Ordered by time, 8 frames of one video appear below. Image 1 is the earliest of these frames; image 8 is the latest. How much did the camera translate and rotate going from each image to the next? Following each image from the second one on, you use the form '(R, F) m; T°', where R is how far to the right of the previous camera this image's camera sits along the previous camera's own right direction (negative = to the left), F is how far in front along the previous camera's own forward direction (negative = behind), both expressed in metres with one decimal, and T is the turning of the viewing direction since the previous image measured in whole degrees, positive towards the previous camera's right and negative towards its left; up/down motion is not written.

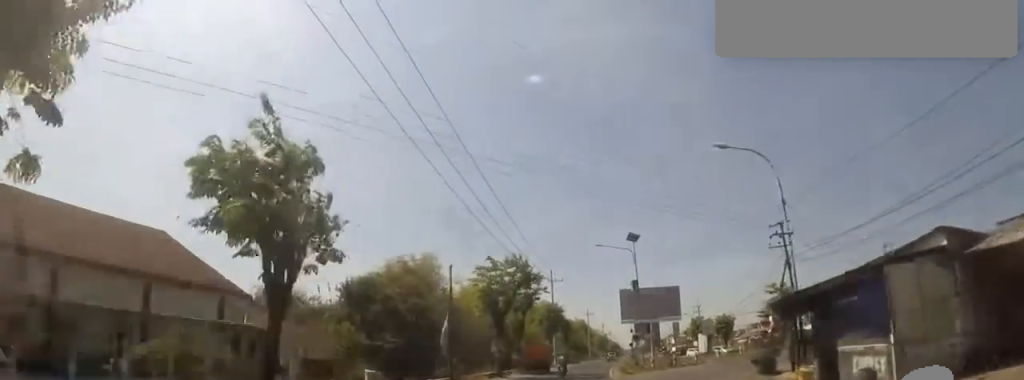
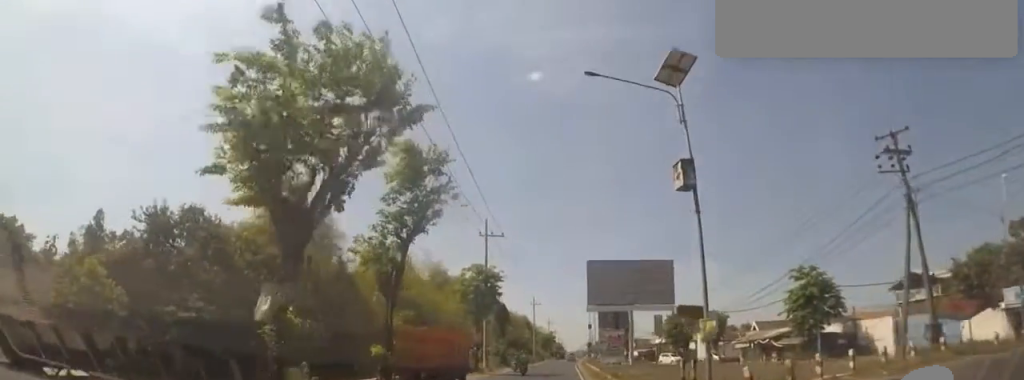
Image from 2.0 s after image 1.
(+2.6, +22.7) m; +11°
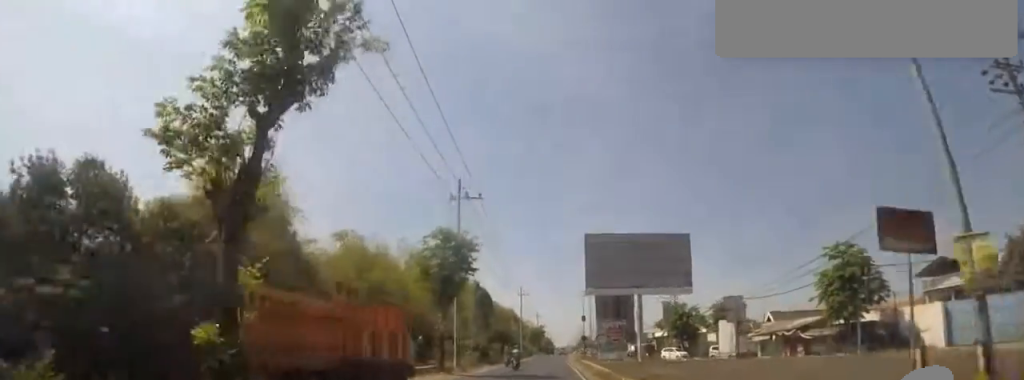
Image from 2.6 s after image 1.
(+0.2, +8.7) m; 0°
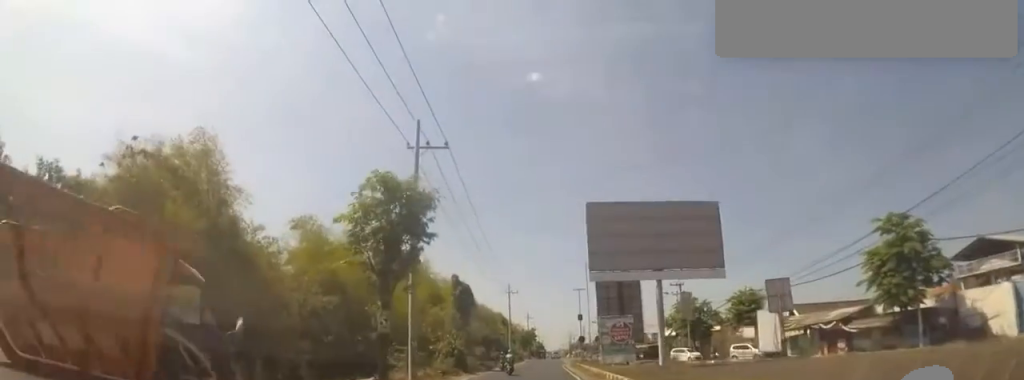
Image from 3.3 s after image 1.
(+0.2, +8.6) m; -1°
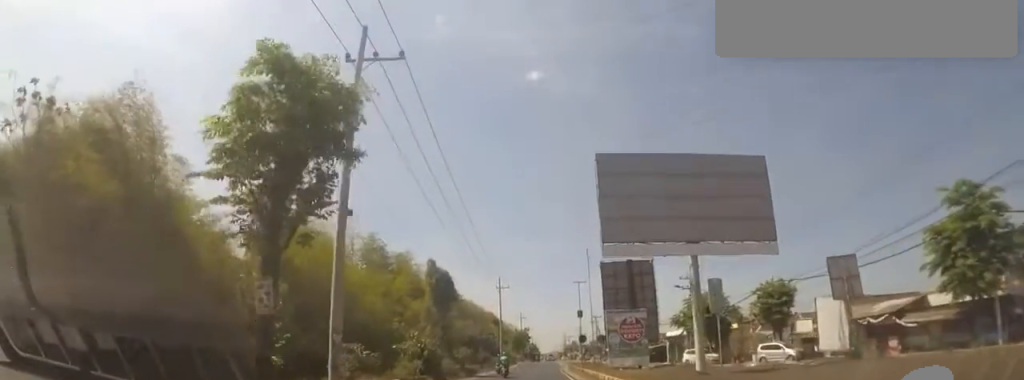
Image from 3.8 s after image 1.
(-0.5, +7.4) m; +1°
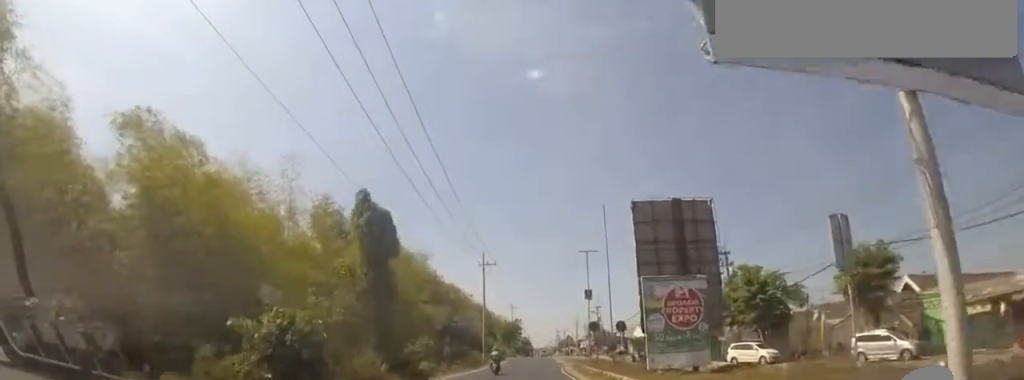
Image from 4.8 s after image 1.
(+0.5, +13.7) m; +3°
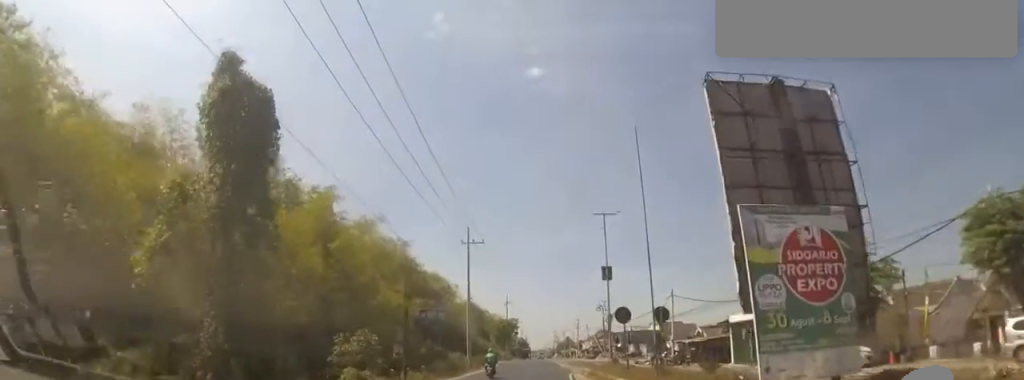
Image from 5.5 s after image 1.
(+0.3, +10.7) m; 0°
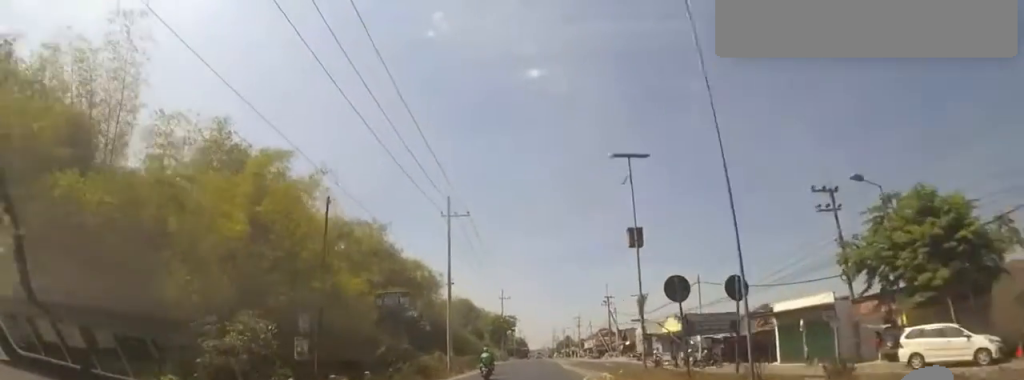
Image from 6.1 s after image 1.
(-0.1, +8.4) m; -3°
